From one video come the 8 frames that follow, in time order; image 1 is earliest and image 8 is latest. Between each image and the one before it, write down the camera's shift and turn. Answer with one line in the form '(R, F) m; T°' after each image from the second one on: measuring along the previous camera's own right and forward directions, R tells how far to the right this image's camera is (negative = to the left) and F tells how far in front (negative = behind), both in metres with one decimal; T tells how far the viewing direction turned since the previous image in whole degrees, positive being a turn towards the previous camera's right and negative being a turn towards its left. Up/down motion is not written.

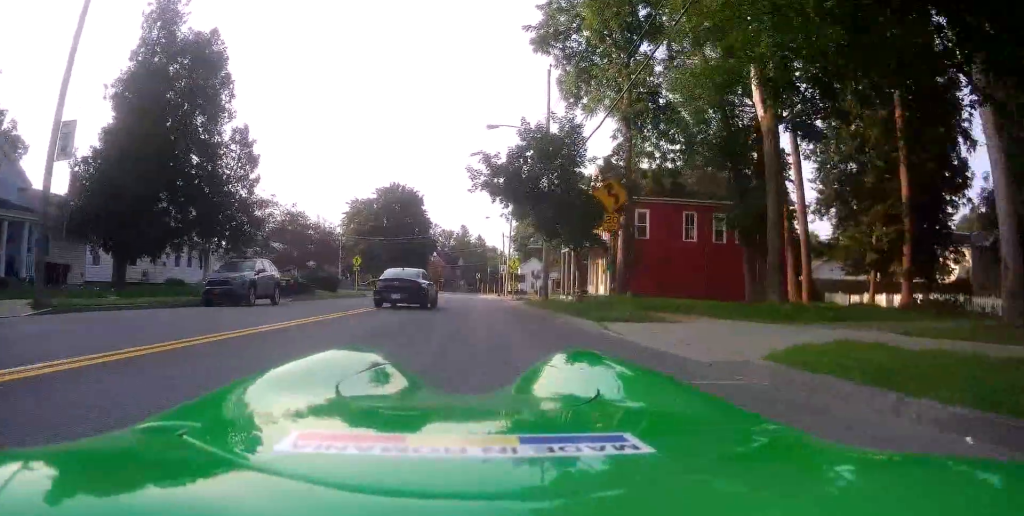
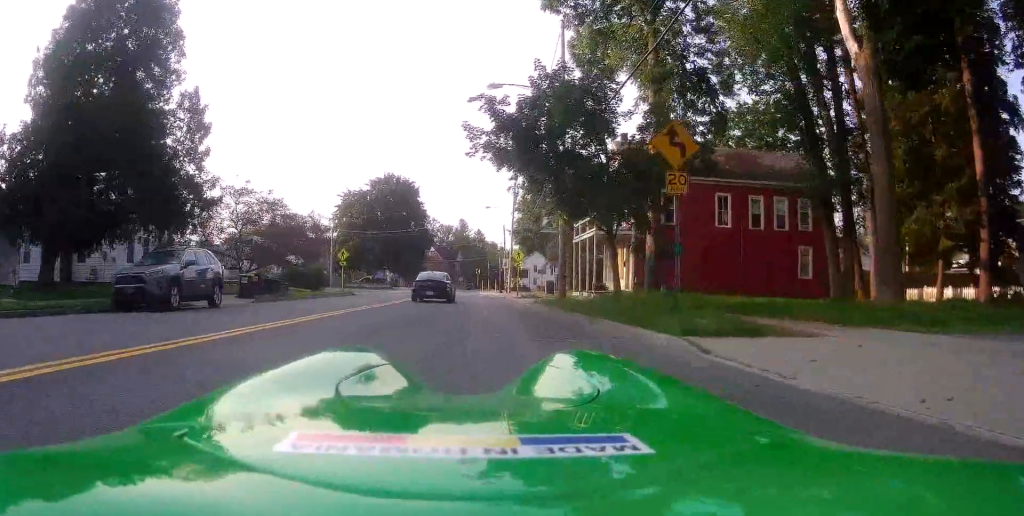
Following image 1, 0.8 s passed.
(0.0, +5.8) m; -1°
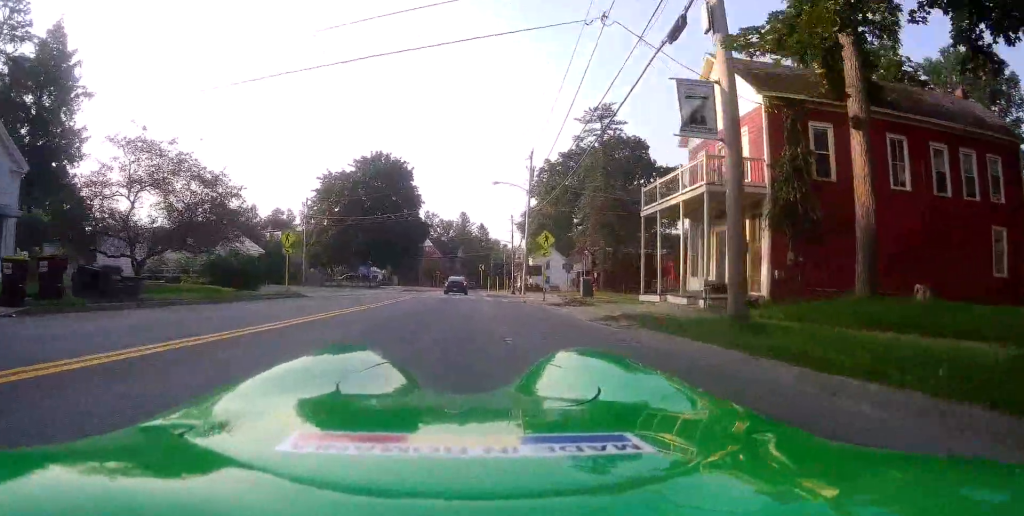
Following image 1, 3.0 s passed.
(-0.4, +15.7) m; 0°
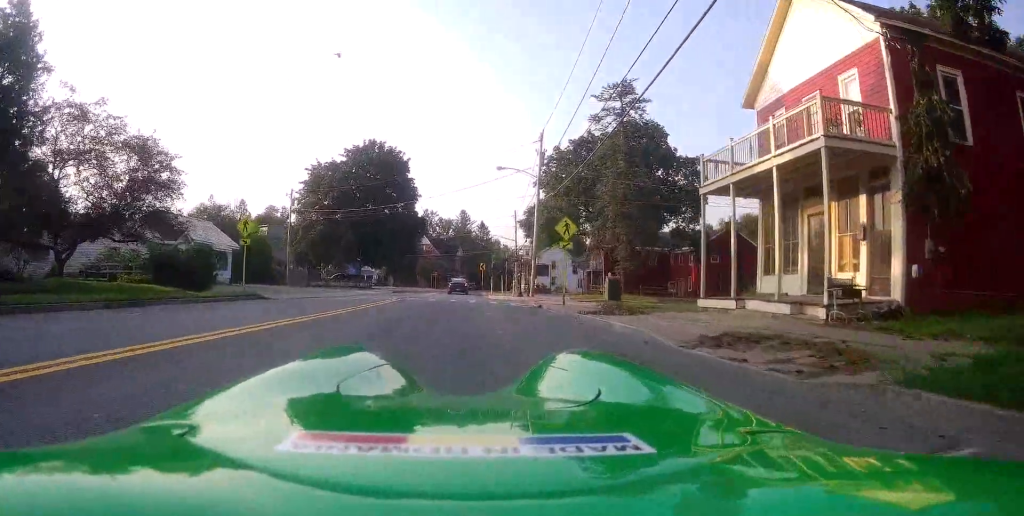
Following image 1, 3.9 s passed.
(+0.1, +6.8) m; +1°
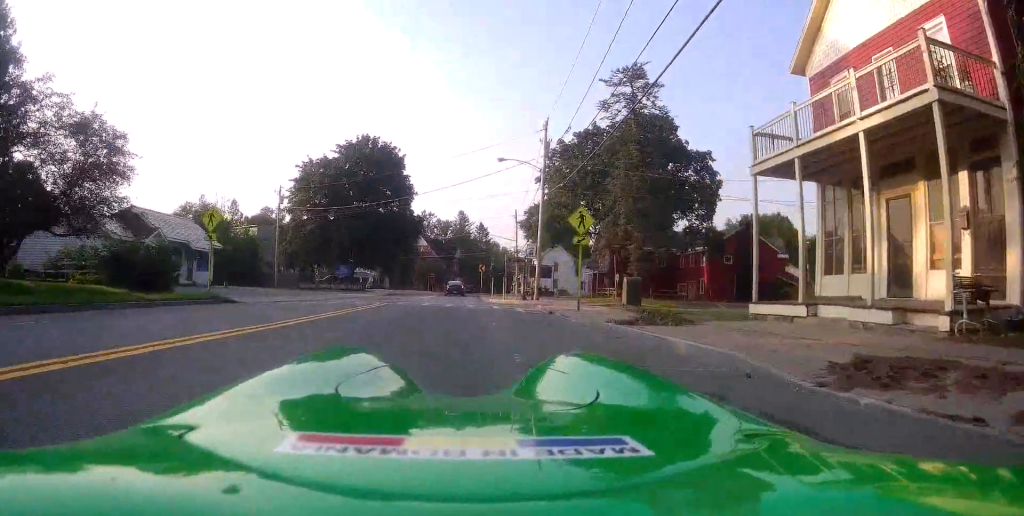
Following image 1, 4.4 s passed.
(+0.2, +3.7) m; 0°
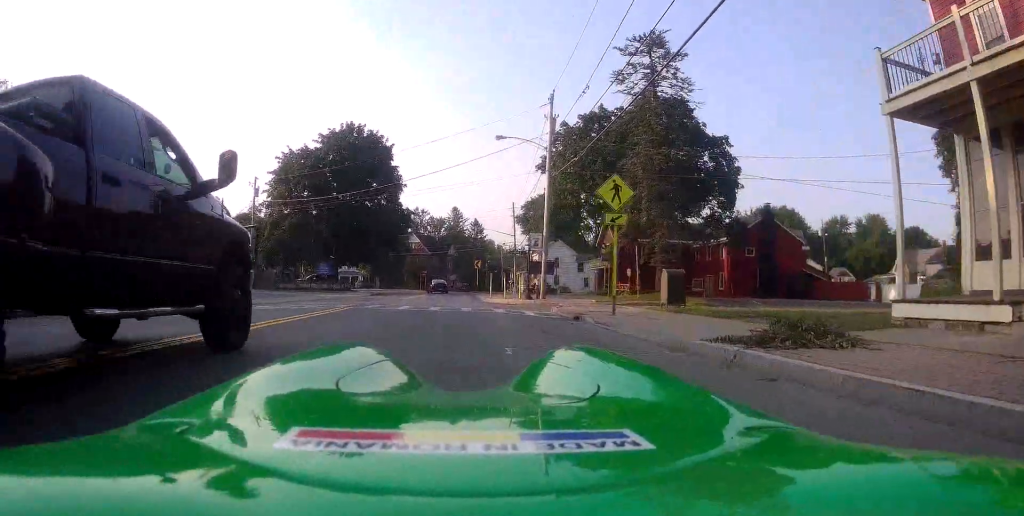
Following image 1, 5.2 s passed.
(-0.2, +6.2) m; +1°
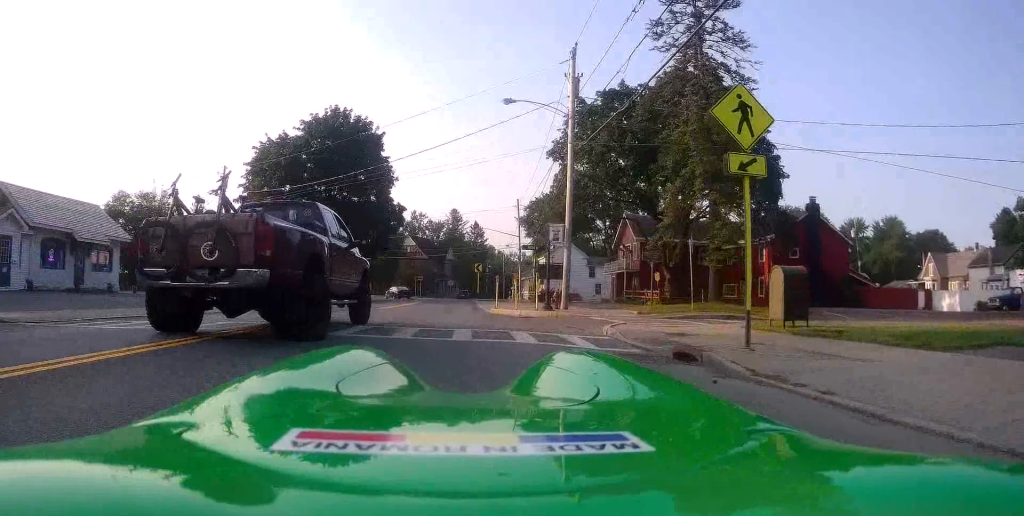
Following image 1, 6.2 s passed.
(+0.3, +8.4) m; +1°
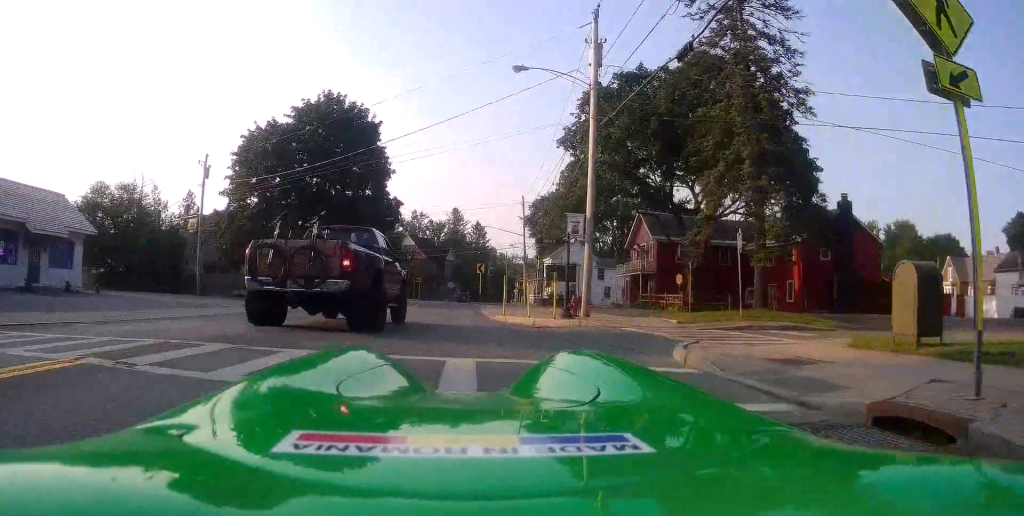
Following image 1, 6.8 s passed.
(0.0, +4.4) m; 0°
